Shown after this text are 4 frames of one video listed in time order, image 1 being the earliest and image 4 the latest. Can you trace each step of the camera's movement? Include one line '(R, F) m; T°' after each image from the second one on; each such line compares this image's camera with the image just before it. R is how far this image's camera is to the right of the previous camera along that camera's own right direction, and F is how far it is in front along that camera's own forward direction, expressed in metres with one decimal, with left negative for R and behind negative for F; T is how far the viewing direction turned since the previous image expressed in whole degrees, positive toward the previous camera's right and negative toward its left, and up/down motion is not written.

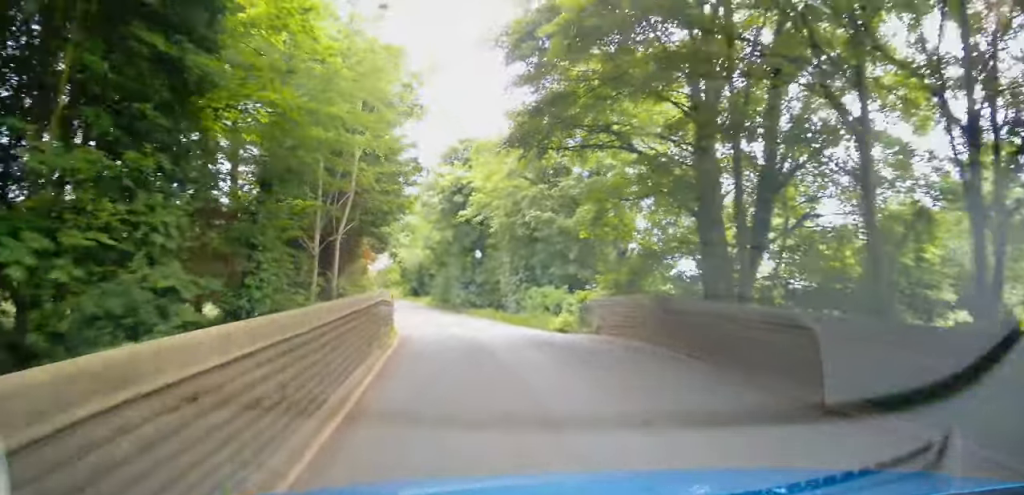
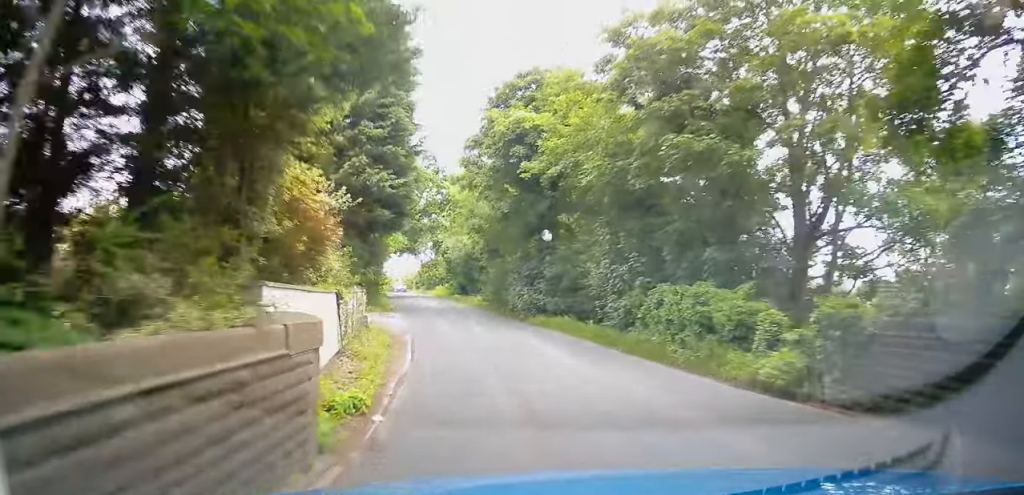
(-0.6, +12.9) m; -5°
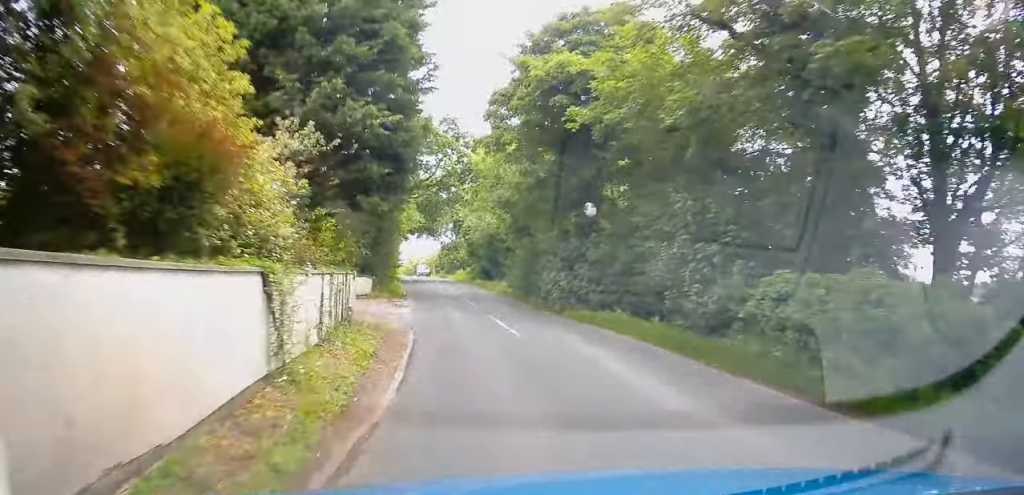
(-0.2, +5.3) m; -1°
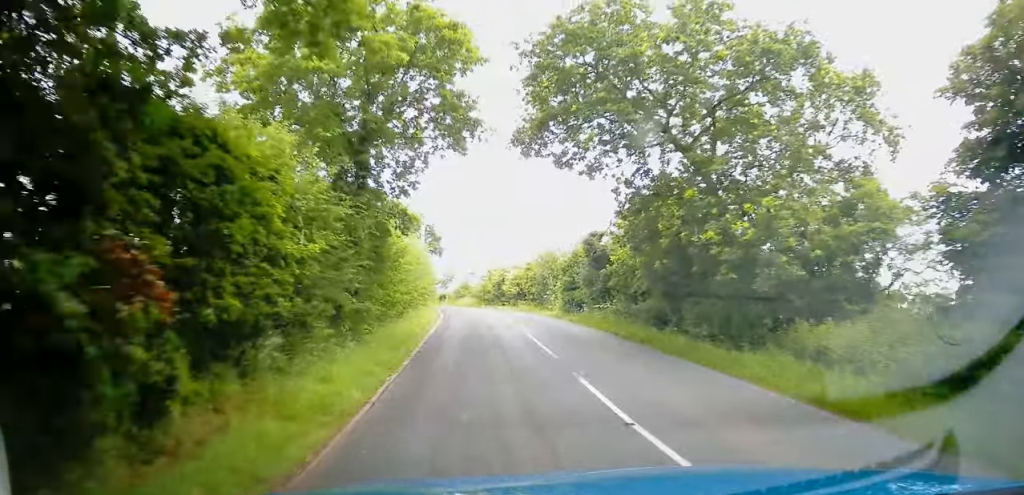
(-7.1, +62.3) m; -7°
